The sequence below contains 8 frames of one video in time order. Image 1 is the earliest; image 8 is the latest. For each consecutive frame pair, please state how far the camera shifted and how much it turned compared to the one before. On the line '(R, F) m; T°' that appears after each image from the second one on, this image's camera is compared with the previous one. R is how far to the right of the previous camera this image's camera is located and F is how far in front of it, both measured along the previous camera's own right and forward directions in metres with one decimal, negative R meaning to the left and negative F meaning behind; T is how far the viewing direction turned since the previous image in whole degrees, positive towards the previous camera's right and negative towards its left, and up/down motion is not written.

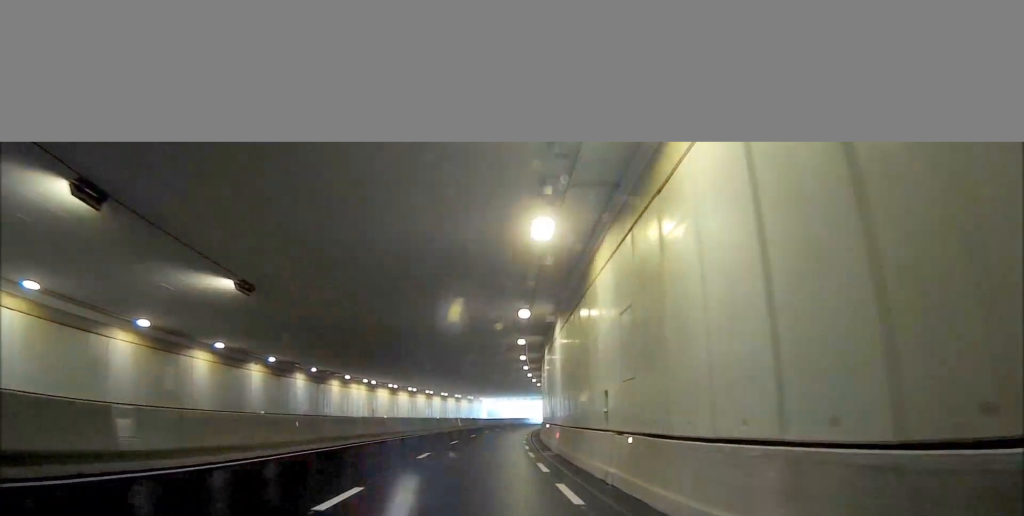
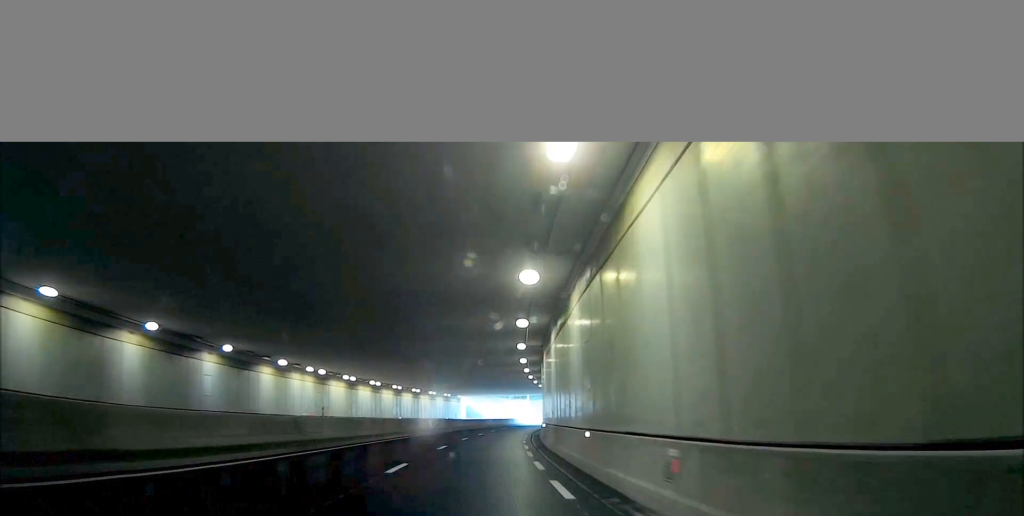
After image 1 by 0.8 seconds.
(+0.2, +17.7) m; +1°
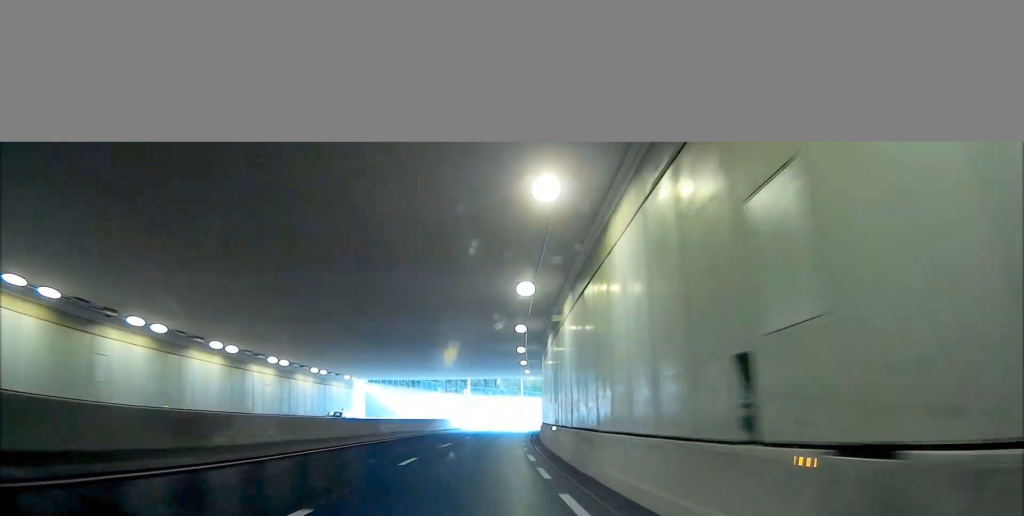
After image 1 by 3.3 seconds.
(+0.4, +58.3) m; +2°
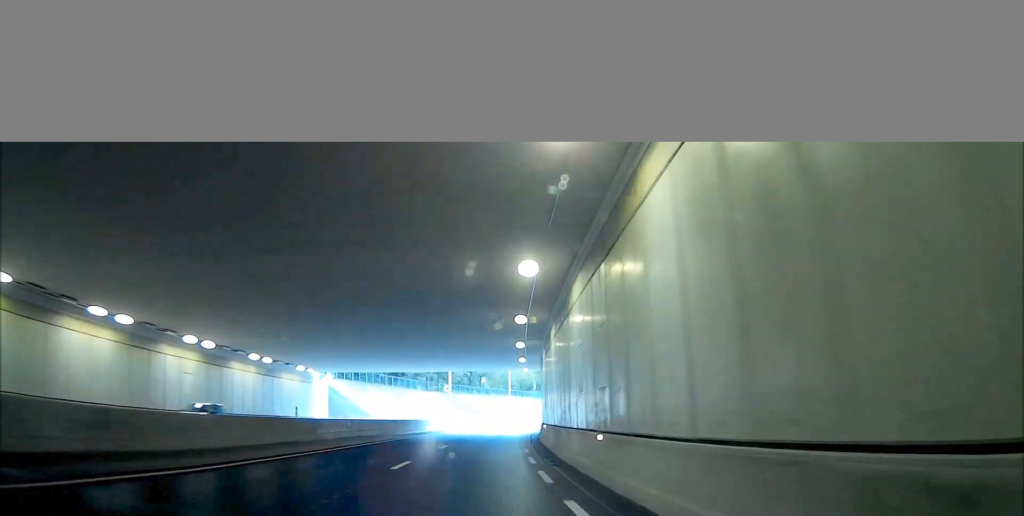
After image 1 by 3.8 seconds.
(-0.4, +13.3) m; +2°
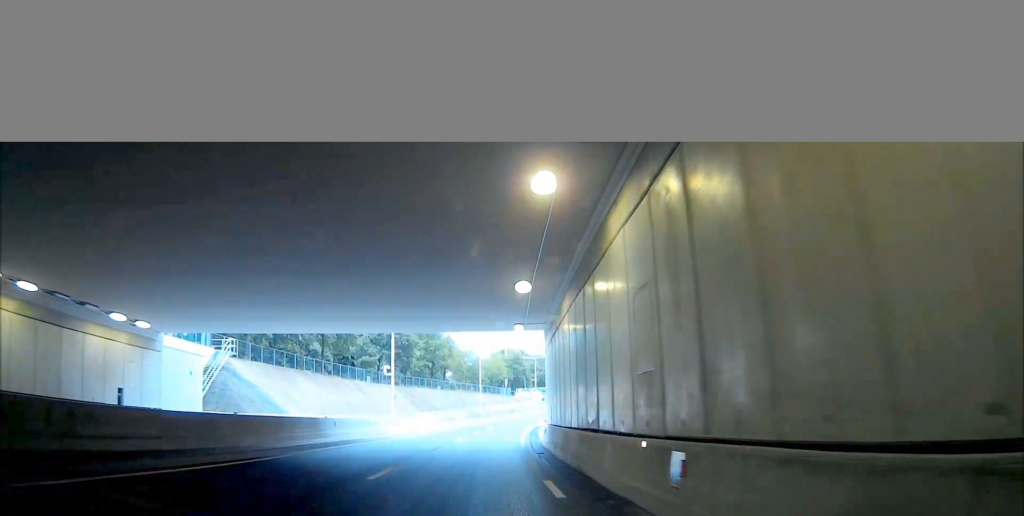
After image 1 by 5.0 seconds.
(+1.8, +27.3) m; +4°
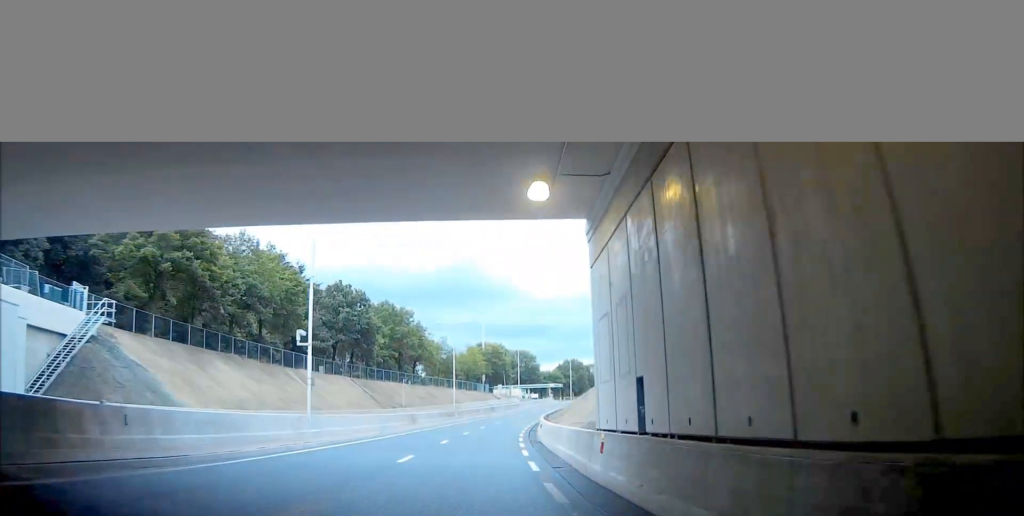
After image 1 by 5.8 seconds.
(0.0, +19.5) m; 0°
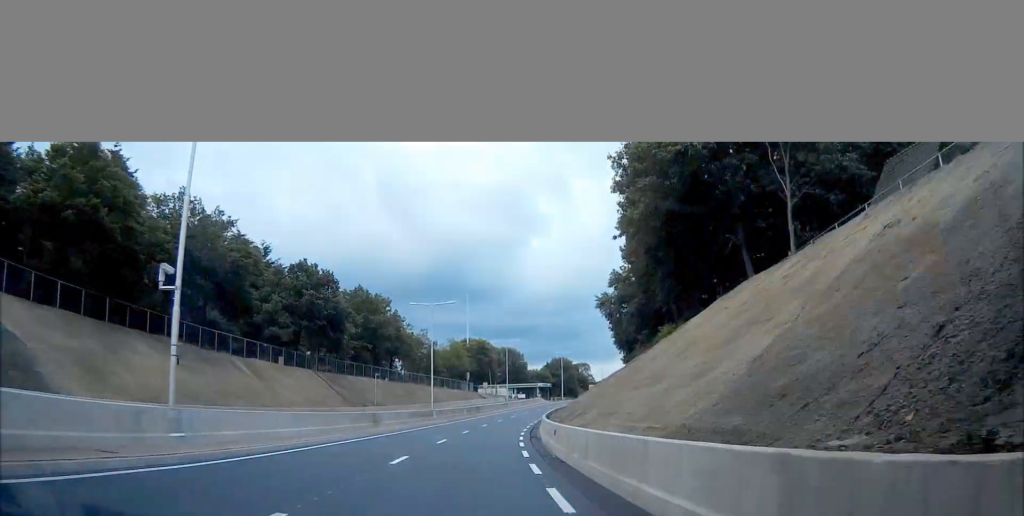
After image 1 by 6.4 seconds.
(0.0, +13.1) m; +3°
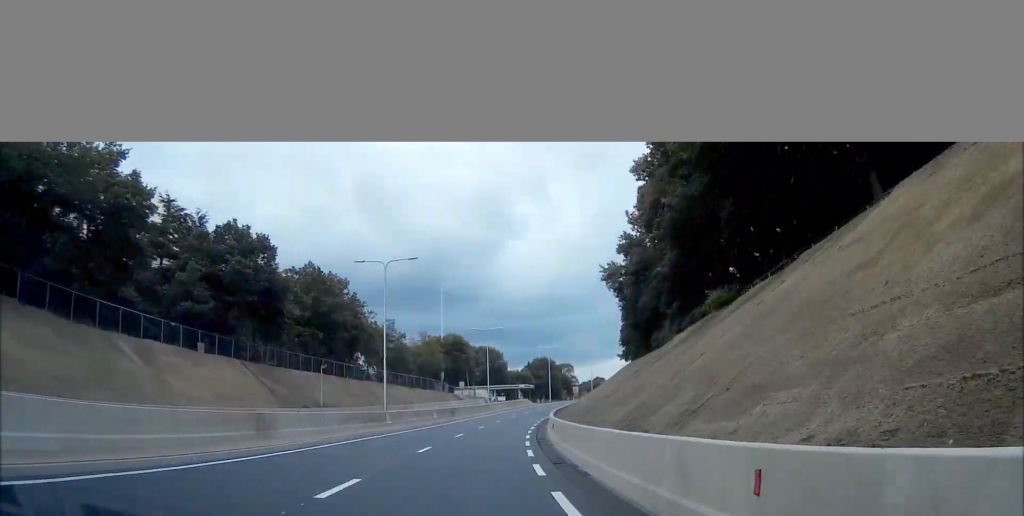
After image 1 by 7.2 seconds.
(+0.6, +18.9) m; +8°
